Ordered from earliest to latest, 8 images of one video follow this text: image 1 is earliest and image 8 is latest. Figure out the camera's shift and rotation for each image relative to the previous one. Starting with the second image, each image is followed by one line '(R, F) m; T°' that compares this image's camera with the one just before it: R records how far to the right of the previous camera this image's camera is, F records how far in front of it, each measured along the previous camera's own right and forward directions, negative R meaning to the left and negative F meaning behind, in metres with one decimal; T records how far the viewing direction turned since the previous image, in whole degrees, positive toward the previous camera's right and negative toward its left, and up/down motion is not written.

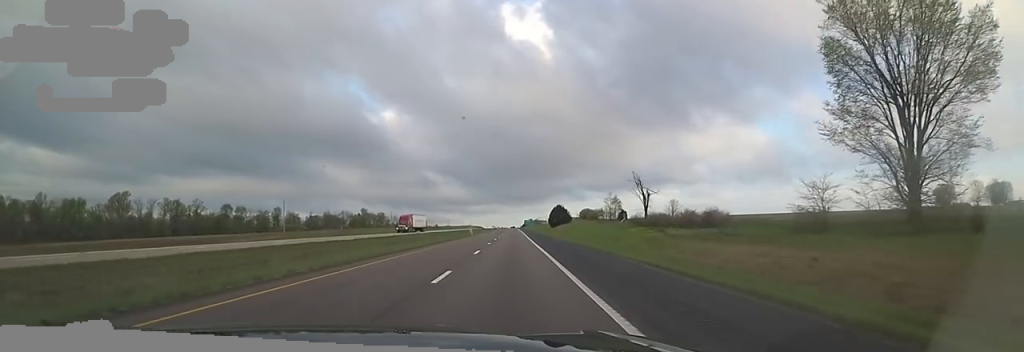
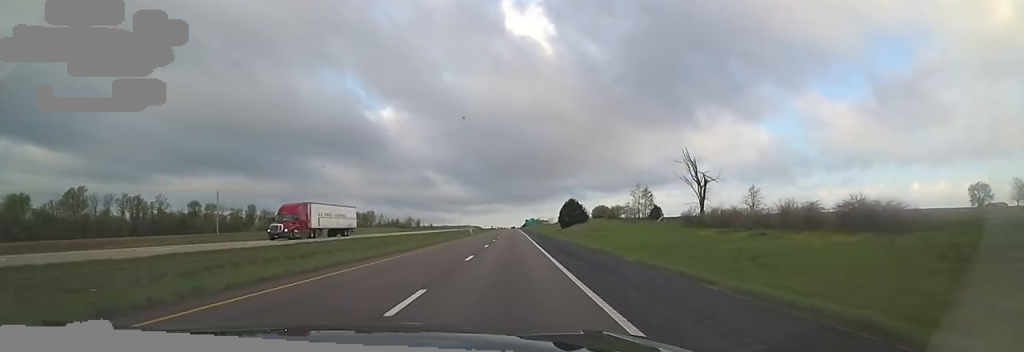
(-0.4, +28.6) m; -1°
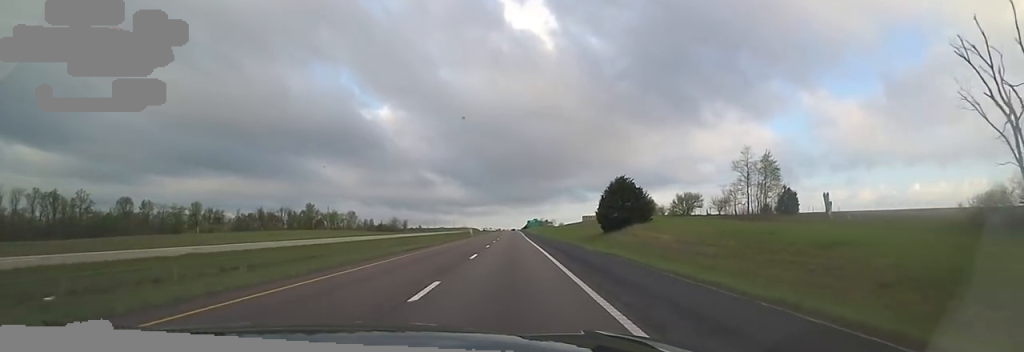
(-0.9, +46.9) m; -1°
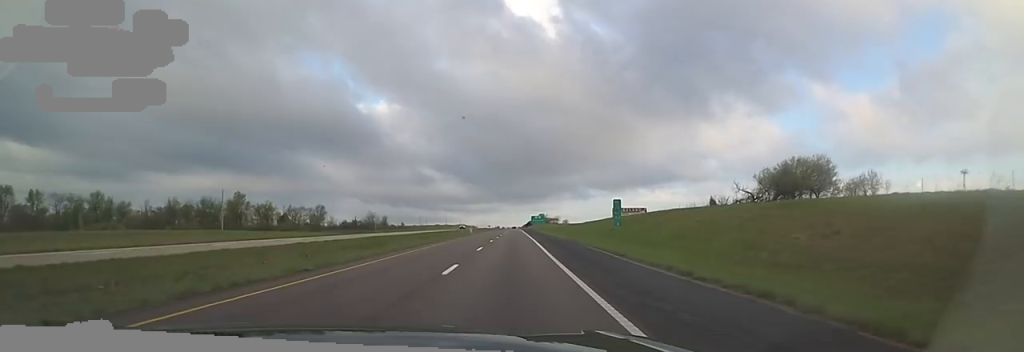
(+1.7, +56.1) m; +2°
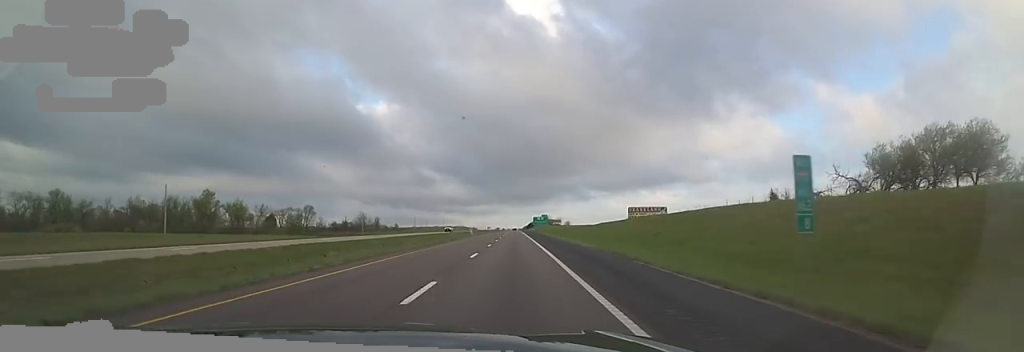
(+0.5, +17.2) m; 0°
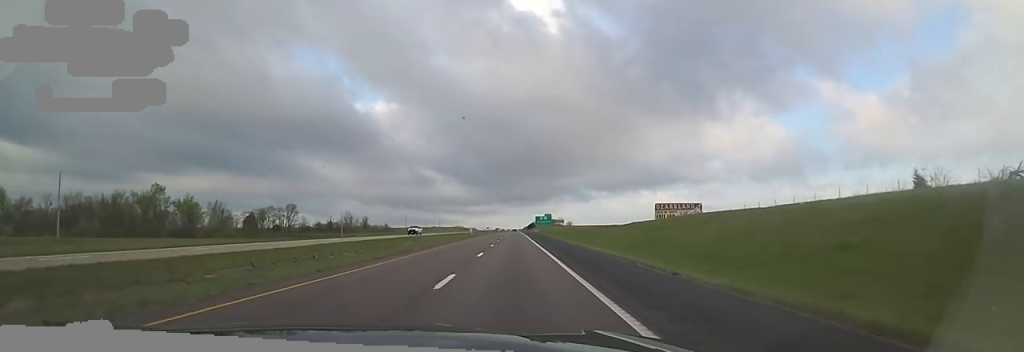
(-0.8, +21.7) m; -2°
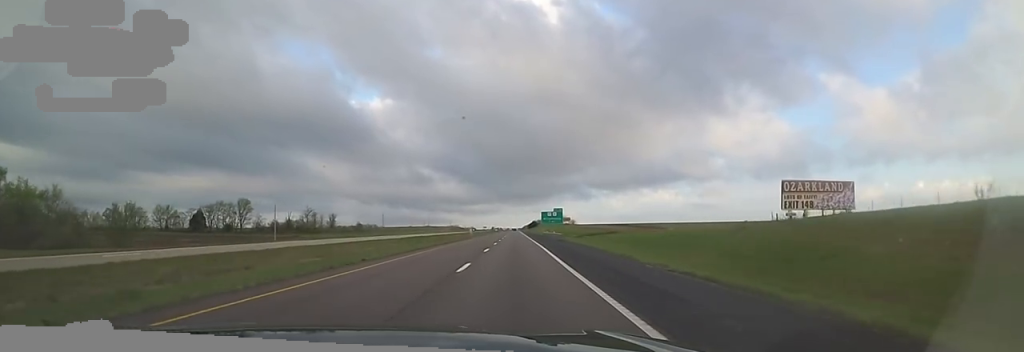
(-0.6, +44.6) m; -1°
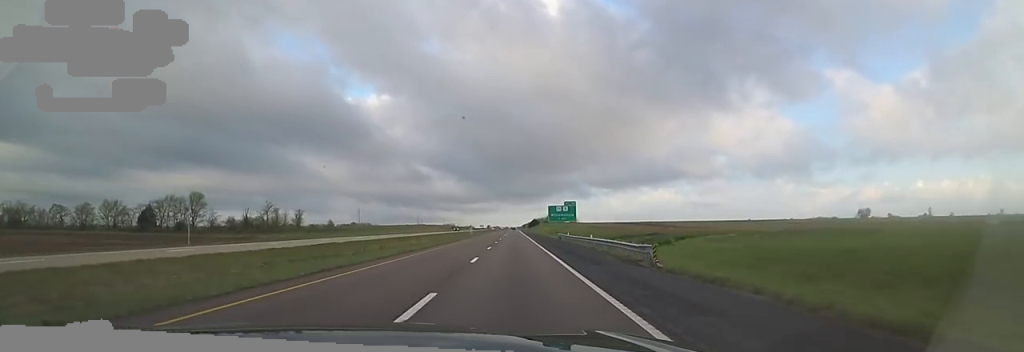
(0.0, +32.1) m; +2°
